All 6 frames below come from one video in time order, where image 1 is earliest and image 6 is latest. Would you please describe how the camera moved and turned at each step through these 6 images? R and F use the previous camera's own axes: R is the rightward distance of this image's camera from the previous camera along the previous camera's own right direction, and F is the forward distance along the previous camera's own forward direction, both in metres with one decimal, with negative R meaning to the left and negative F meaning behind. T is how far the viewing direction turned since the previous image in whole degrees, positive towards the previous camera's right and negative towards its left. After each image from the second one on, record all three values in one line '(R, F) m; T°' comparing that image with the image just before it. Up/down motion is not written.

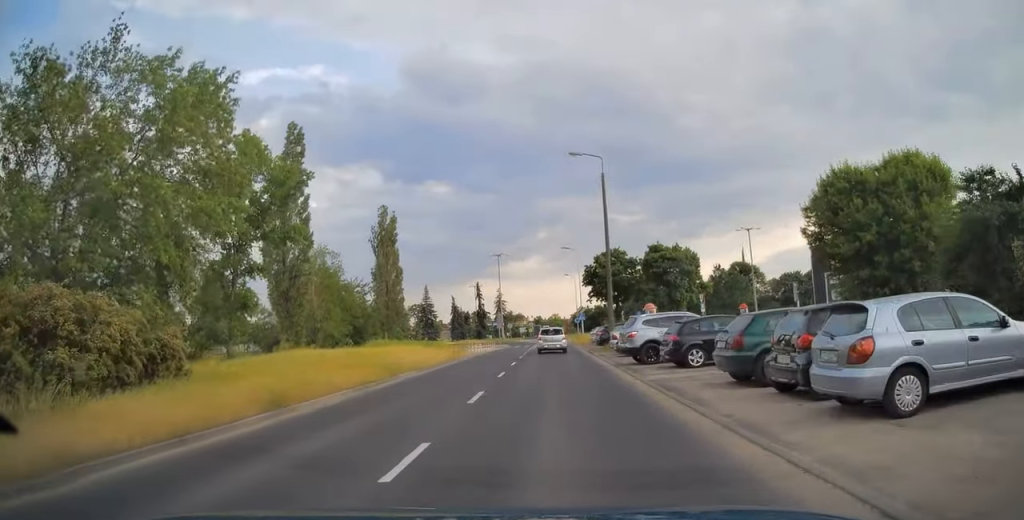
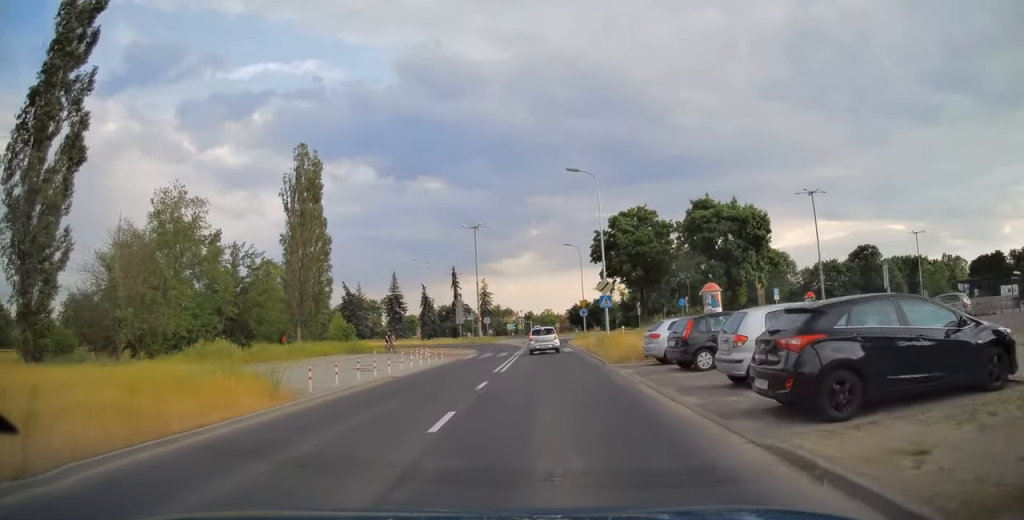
(0.0, +28.5) m; 0°
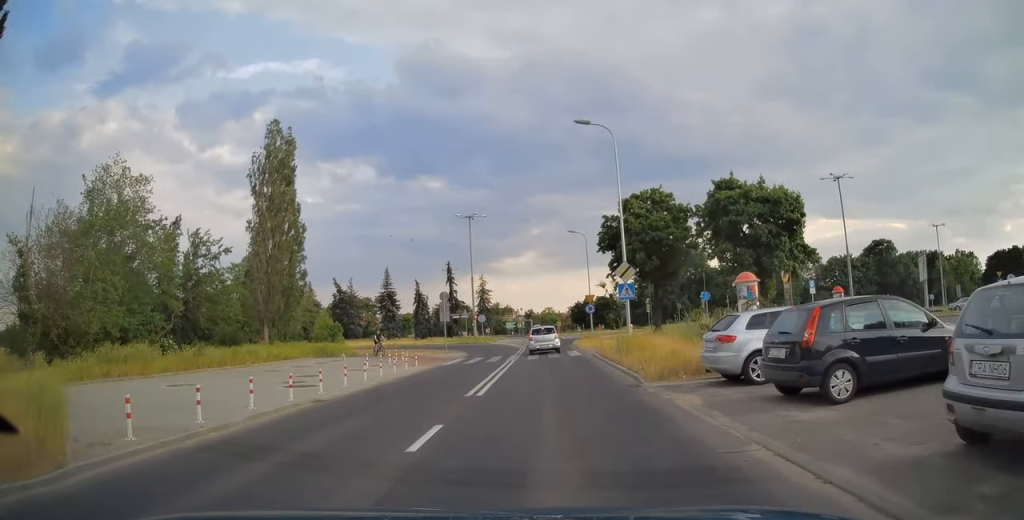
(+0.1, +7.3) m; 0°
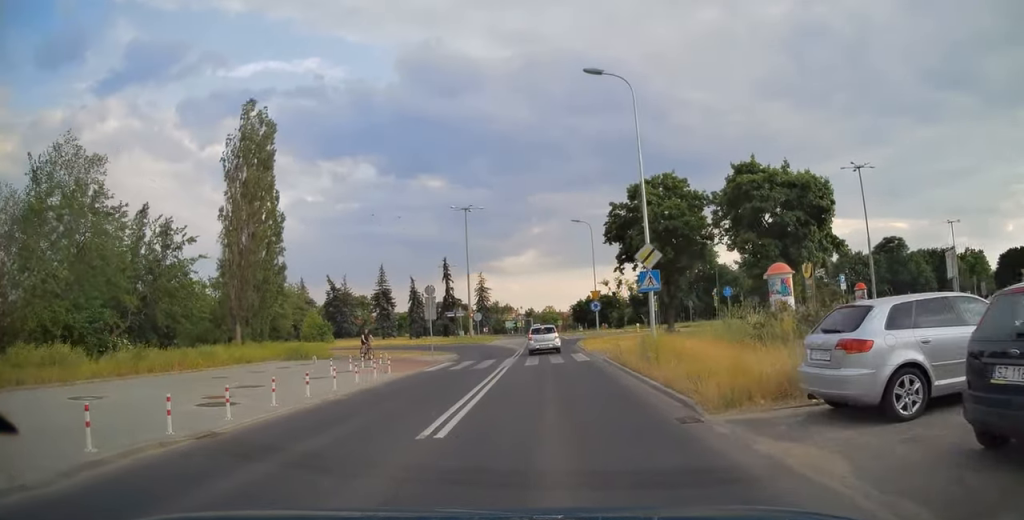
(0.0, +4.9) m; 0°
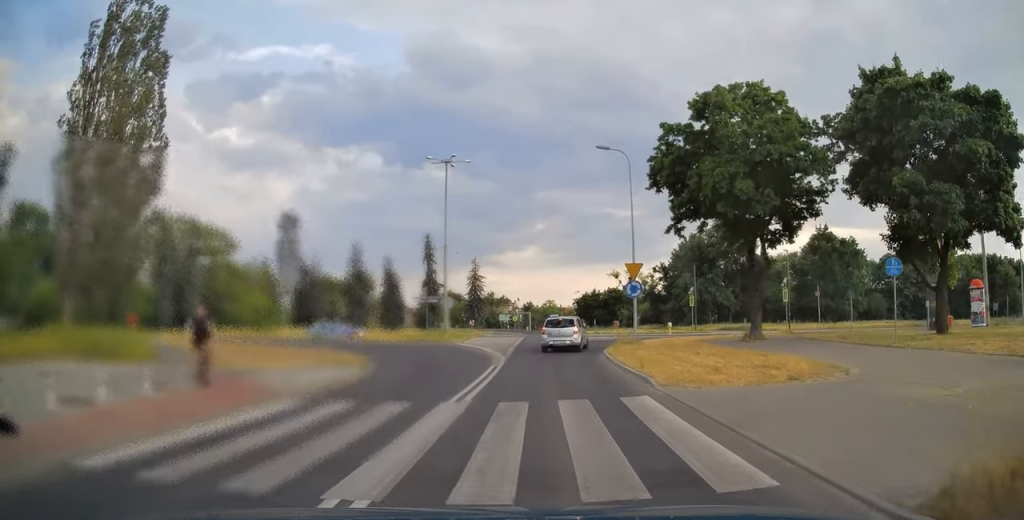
(-0.2, +19.2) m; 0°
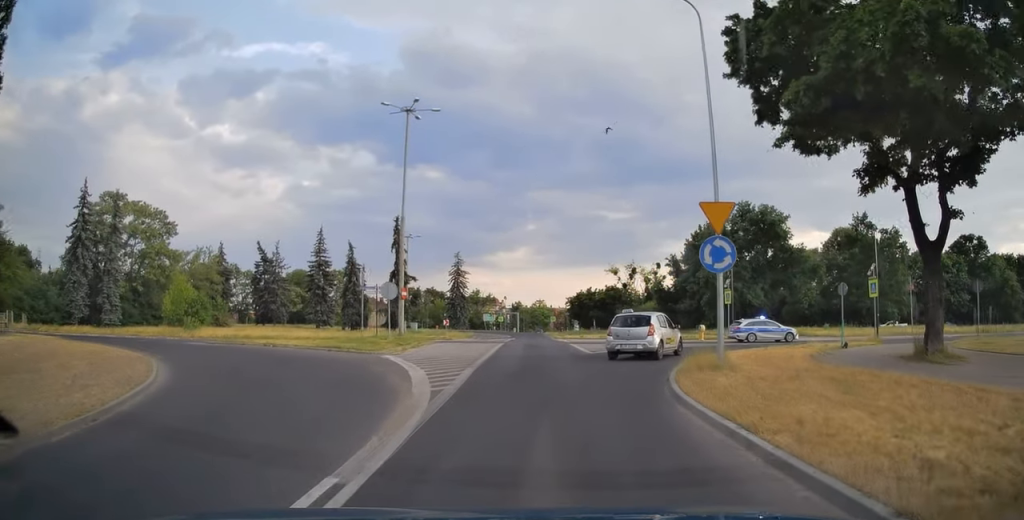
(+0.3, +15.1) m; +2°
